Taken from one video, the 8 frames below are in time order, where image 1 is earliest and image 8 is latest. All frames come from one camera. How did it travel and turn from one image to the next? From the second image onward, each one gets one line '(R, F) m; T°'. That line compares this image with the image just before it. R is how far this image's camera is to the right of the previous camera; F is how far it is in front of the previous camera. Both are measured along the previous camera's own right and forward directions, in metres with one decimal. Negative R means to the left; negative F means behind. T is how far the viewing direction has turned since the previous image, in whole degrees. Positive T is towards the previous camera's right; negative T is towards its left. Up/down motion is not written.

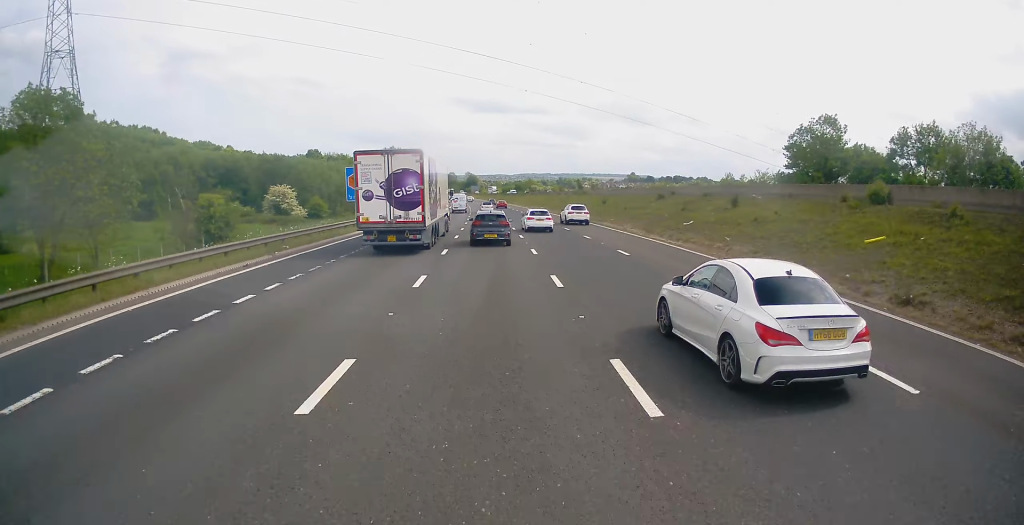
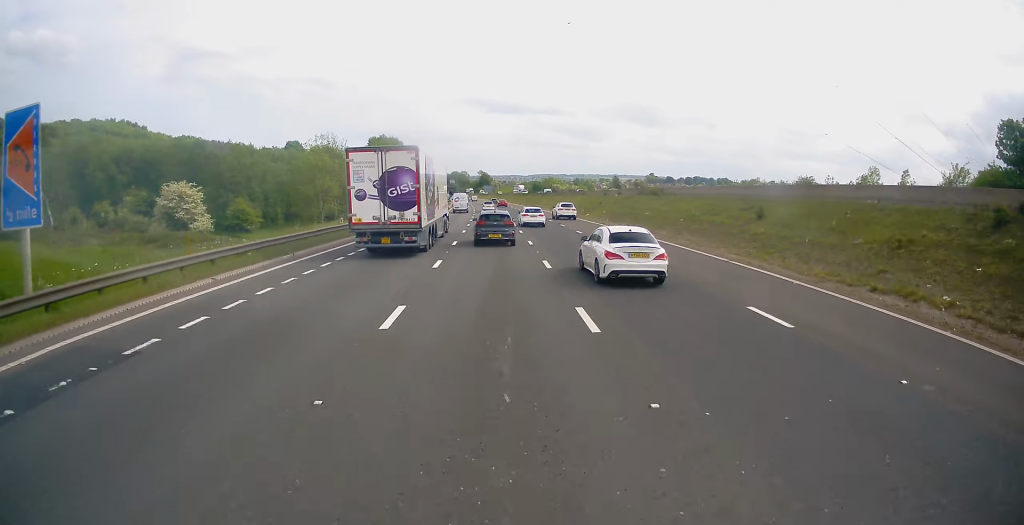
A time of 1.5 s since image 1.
(-0.9, +38.7) m; -2°
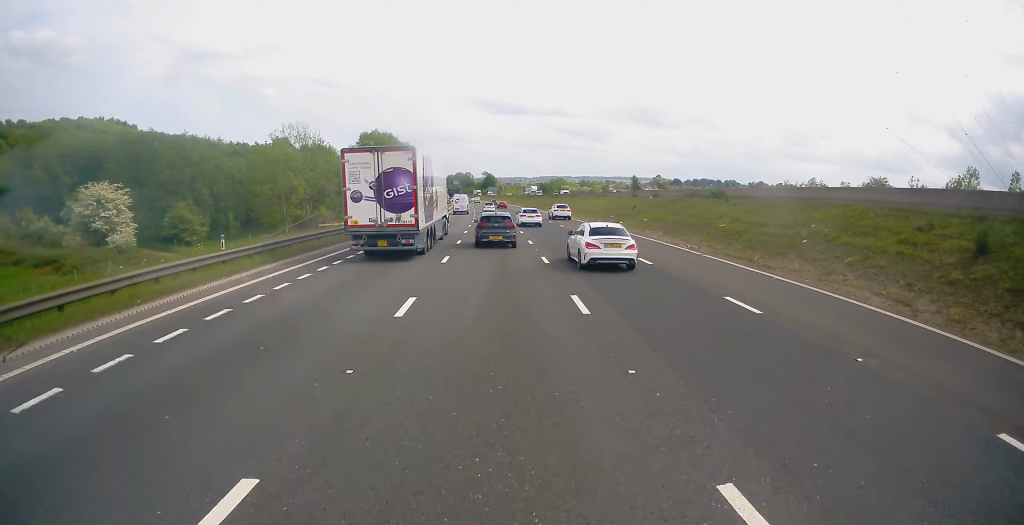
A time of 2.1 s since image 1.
(+0.1, +15.9) m; 0°
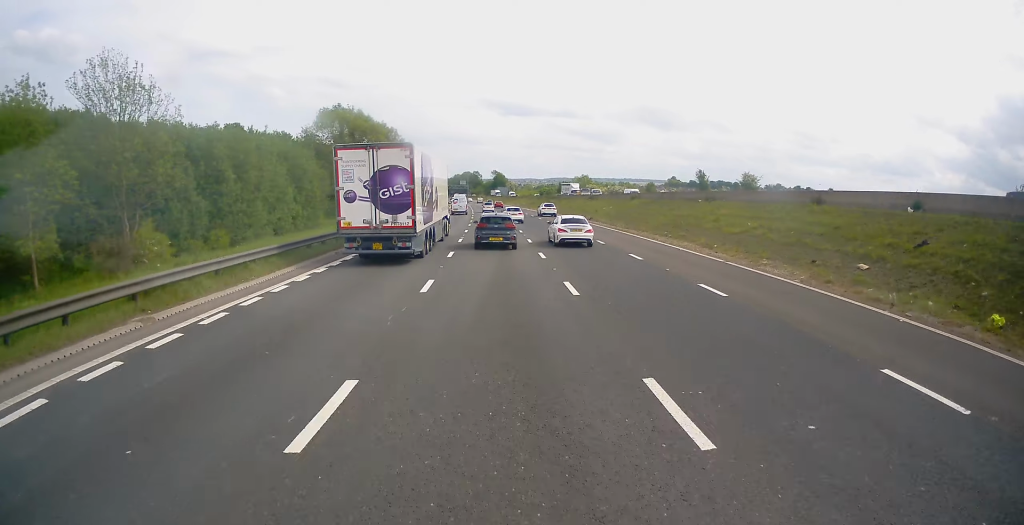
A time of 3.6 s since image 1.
(-0.3, +40.5) m; -1°
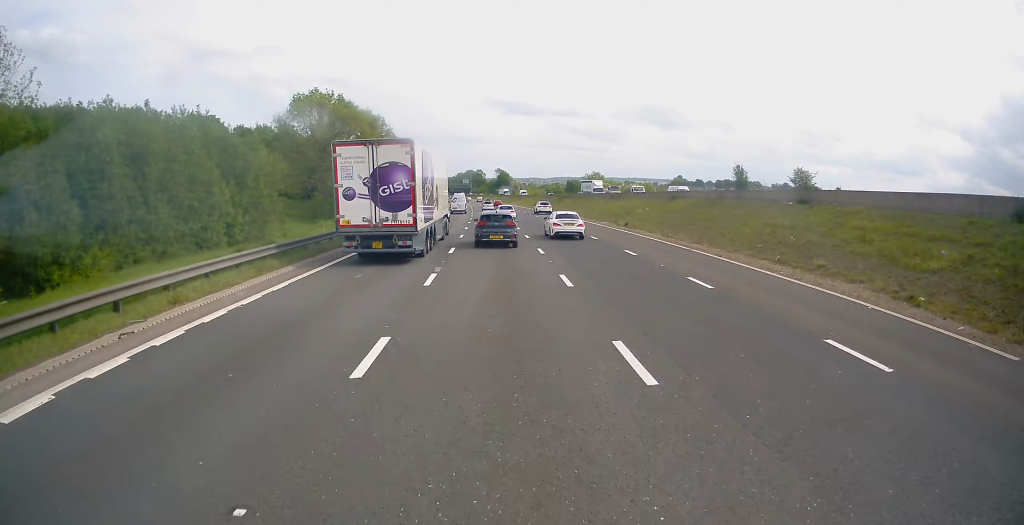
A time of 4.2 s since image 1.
(+0.1, +15.0) m; -1°
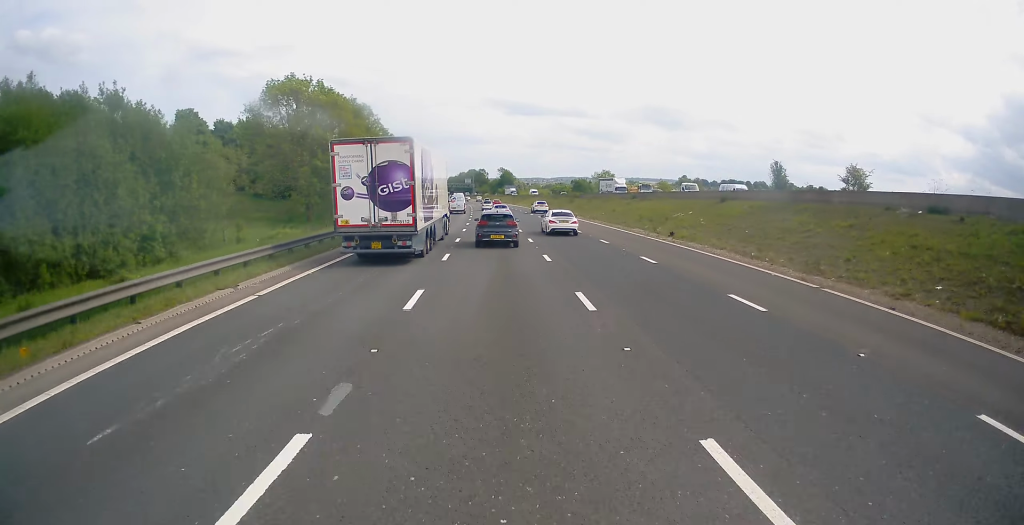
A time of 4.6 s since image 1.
(-0.2, +11.5) m; 0°
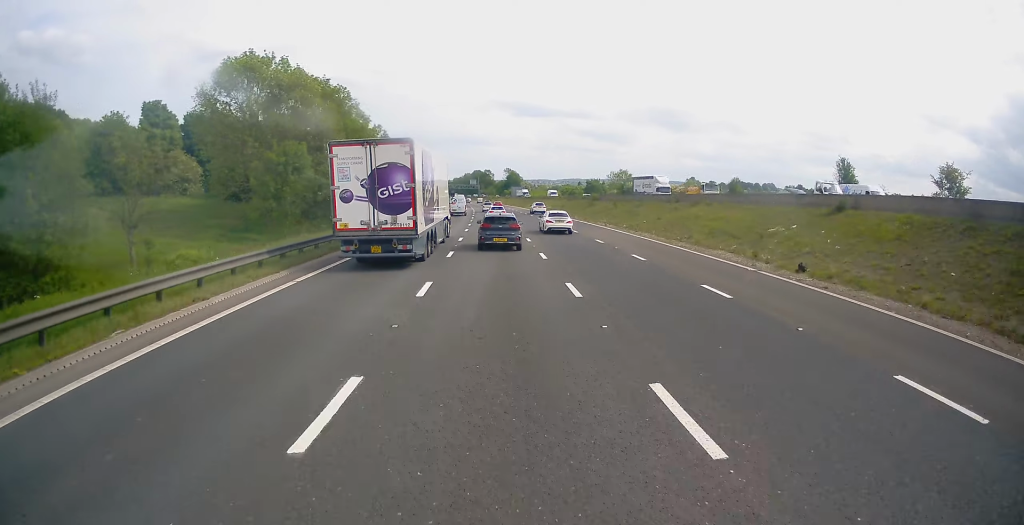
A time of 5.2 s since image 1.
(-0.2, +15.0) m; 0°
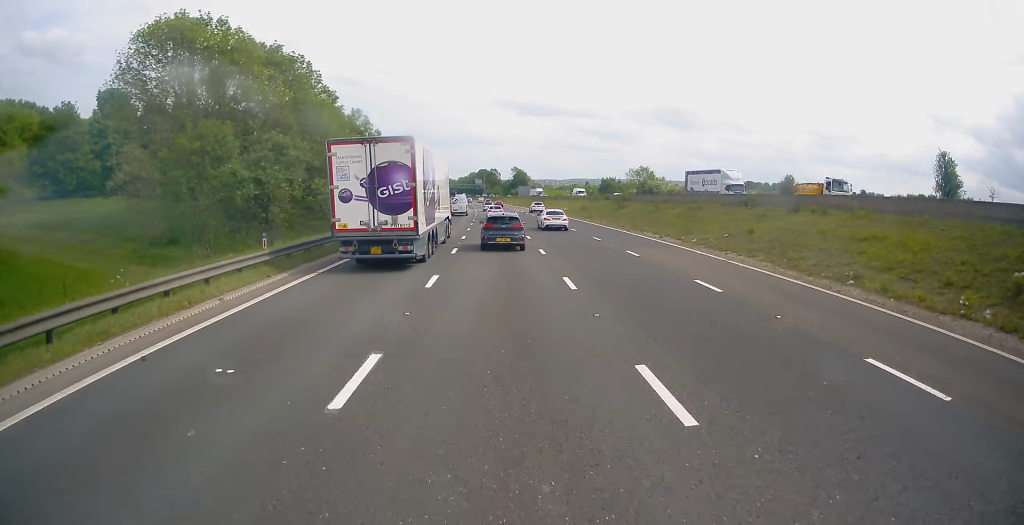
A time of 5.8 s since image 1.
(+0.1, +15.9) m; 0°
